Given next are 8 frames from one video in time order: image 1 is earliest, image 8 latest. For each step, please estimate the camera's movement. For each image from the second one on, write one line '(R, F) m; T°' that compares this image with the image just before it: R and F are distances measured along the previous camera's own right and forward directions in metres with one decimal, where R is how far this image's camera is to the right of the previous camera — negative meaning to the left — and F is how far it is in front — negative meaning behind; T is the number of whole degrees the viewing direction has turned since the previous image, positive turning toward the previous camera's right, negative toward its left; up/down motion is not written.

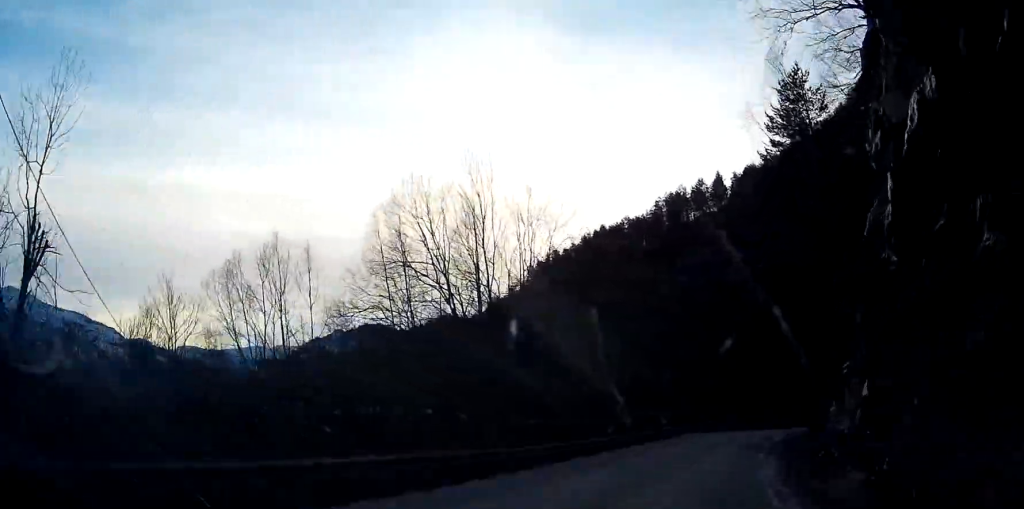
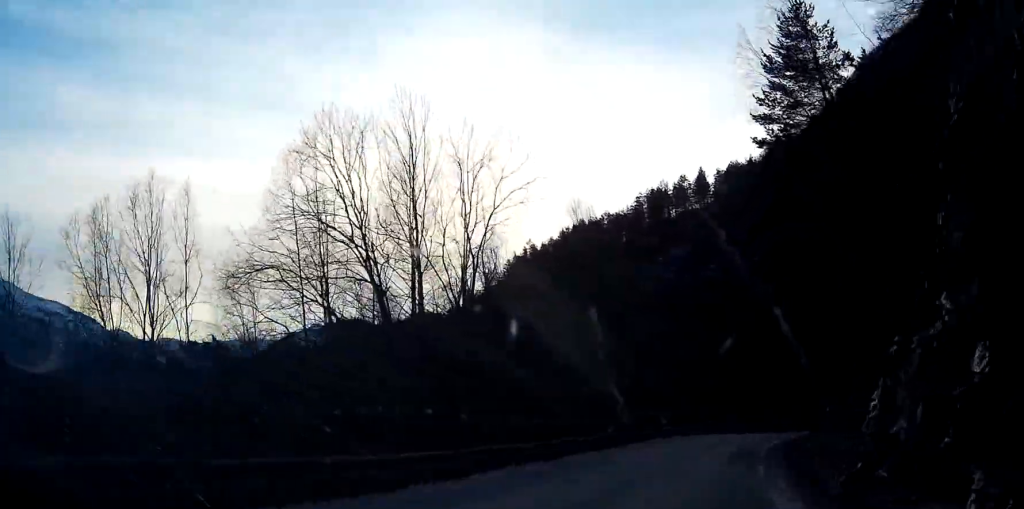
(+0.1, +7.0) m; +1°
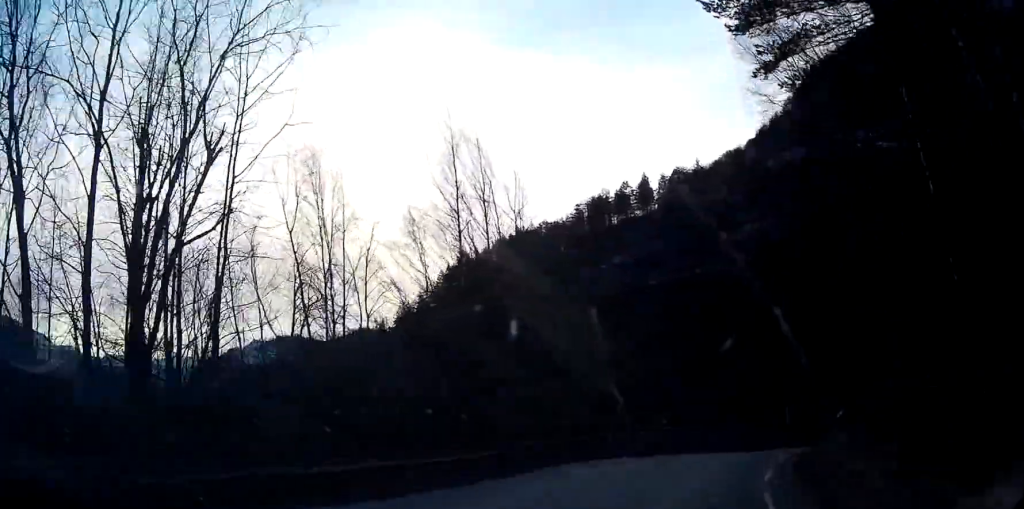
(+0.2, +14.5) m; +2°
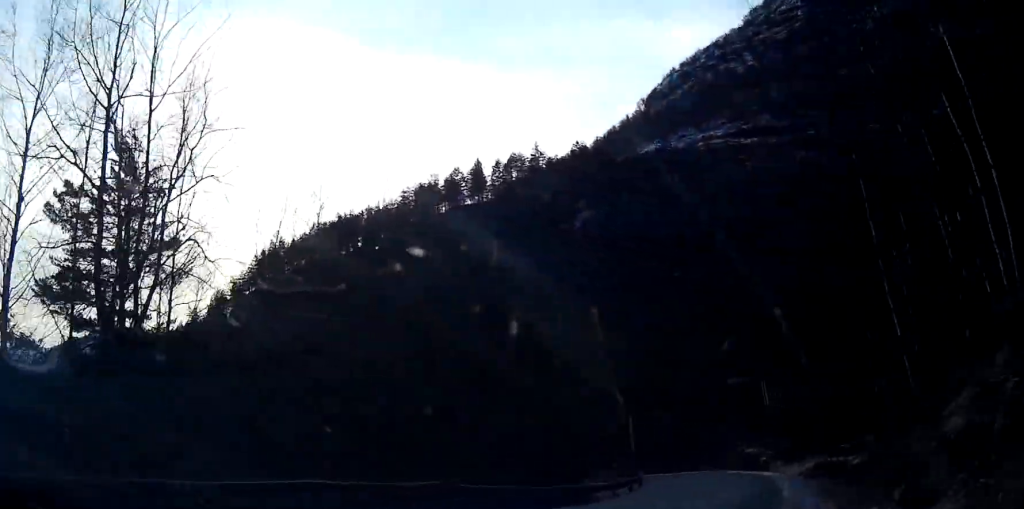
(+1.5, +25.6) m; +14°
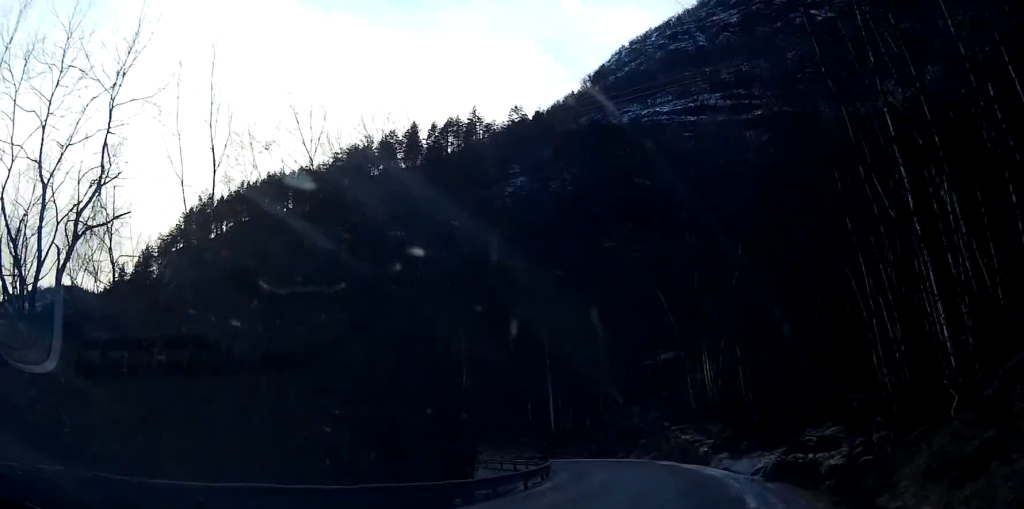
(+1.3, +9.5) m; +8°
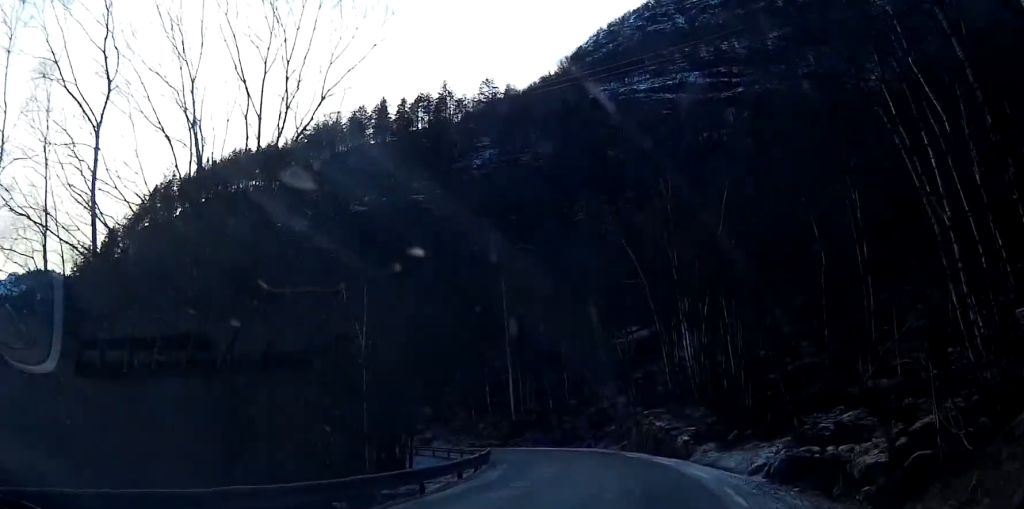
(+0.3, +8.6) m; +1°
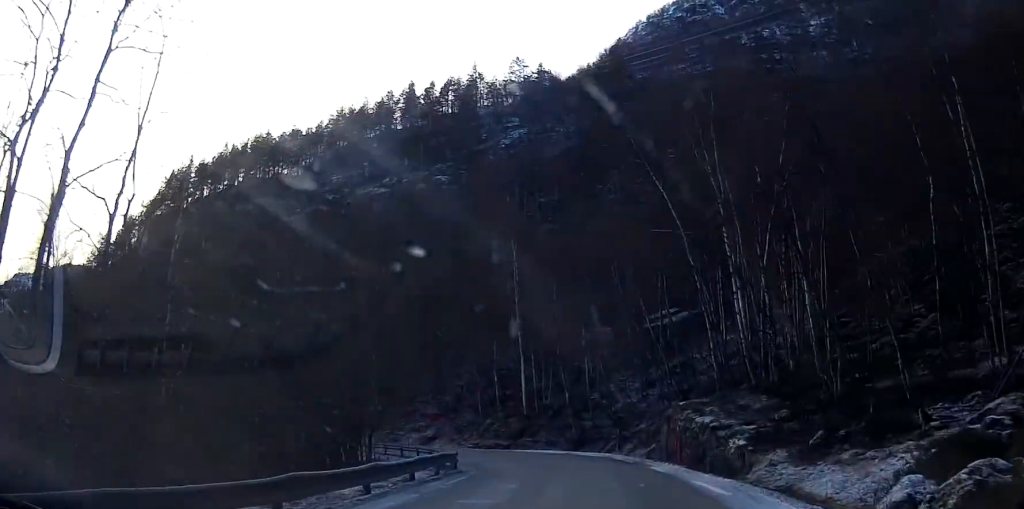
(-0.1, +11.6) m; -7°
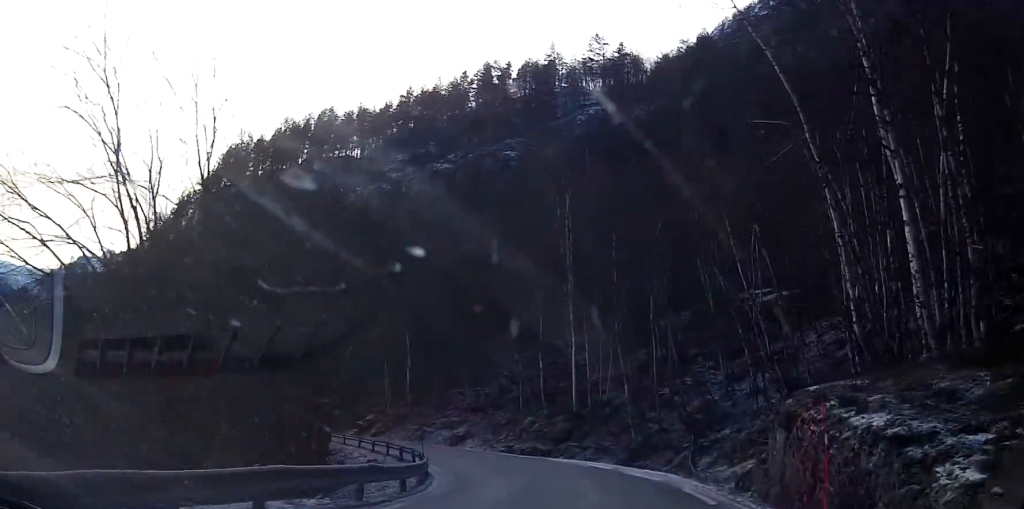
(-1.6, +12.6) m; -11°
